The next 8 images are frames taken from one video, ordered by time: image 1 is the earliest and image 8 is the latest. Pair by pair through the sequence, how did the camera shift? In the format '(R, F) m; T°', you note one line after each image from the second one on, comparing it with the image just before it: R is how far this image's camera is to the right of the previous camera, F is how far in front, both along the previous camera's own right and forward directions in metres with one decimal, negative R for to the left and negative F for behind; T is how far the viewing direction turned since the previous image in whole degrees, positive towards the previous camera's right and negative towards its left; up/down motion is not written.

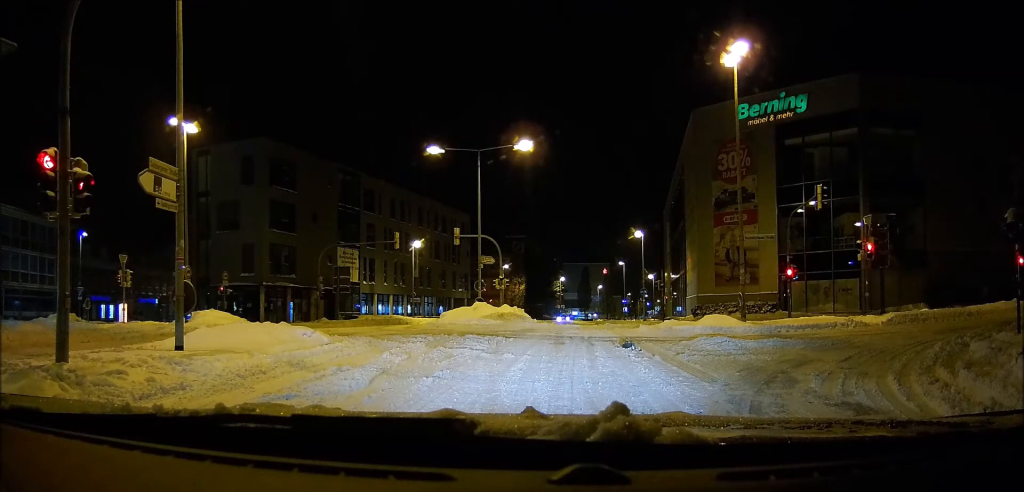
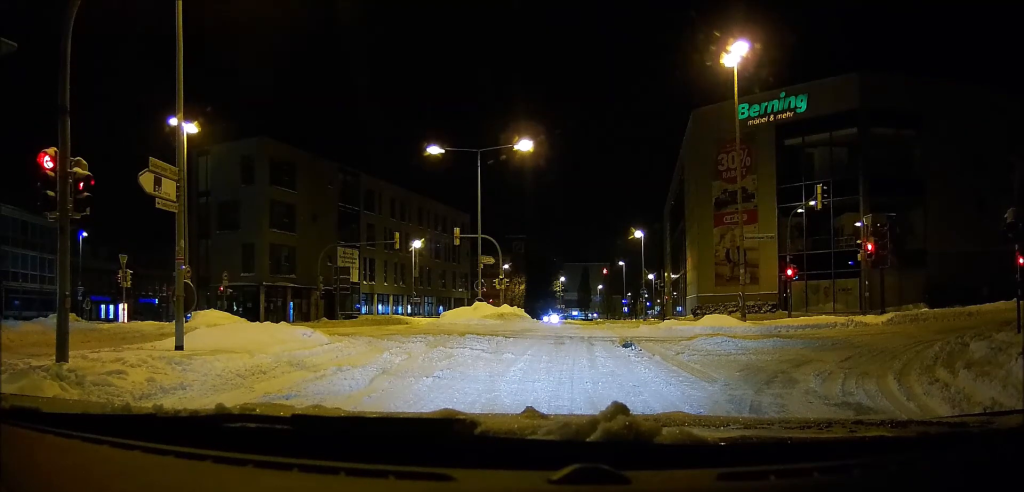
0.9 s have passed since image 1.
(0.0, 0.0) m; 0°
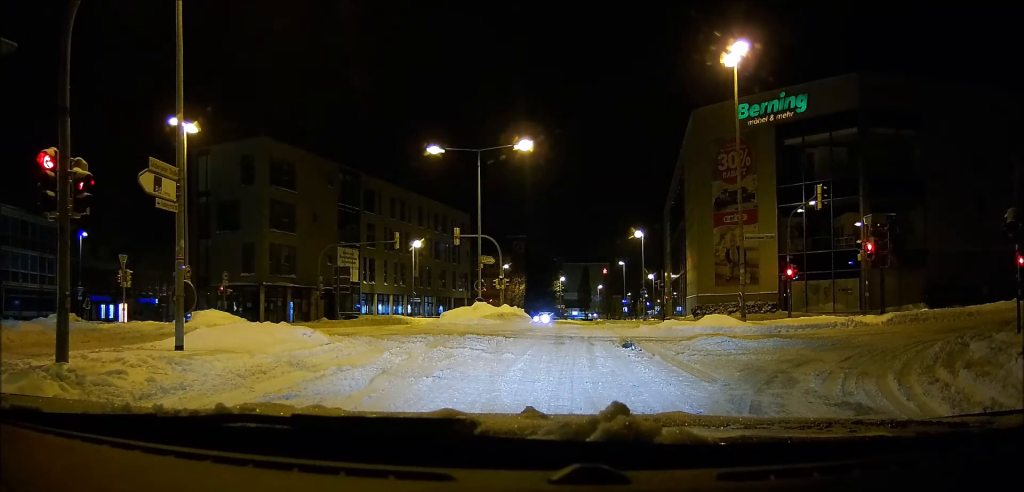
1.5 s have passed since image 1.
(0.0, 0.0) m; 0°
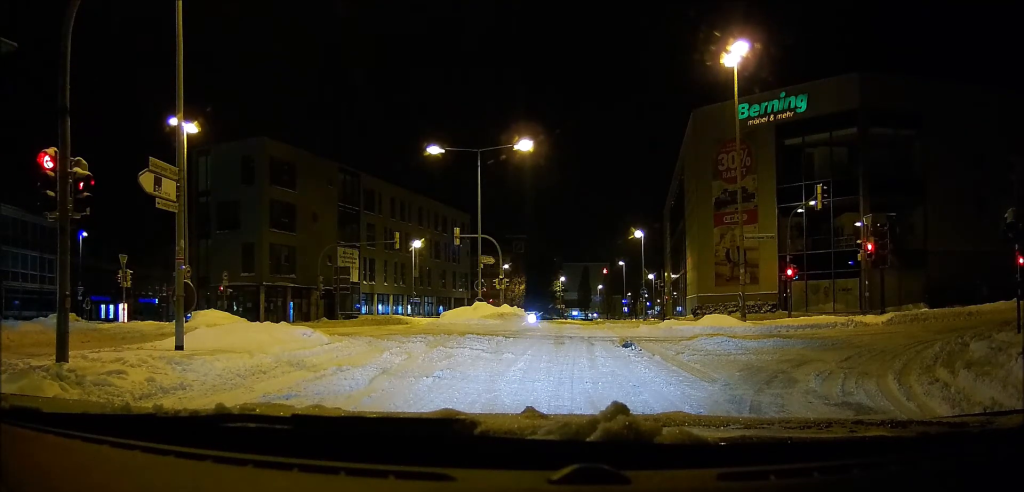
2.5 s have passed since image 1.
(0.0, 0.0) m; 0°
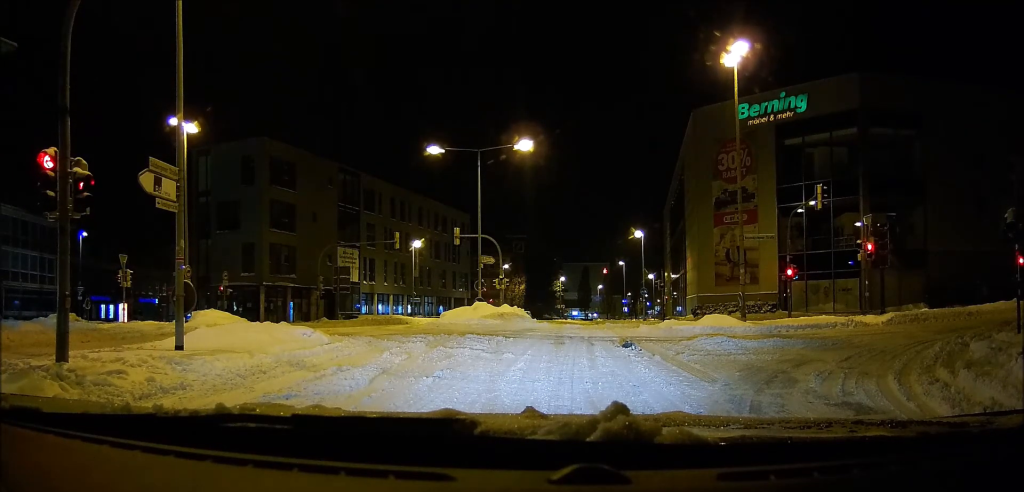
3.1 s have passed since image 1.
(0.0, 0.0) m; 0°
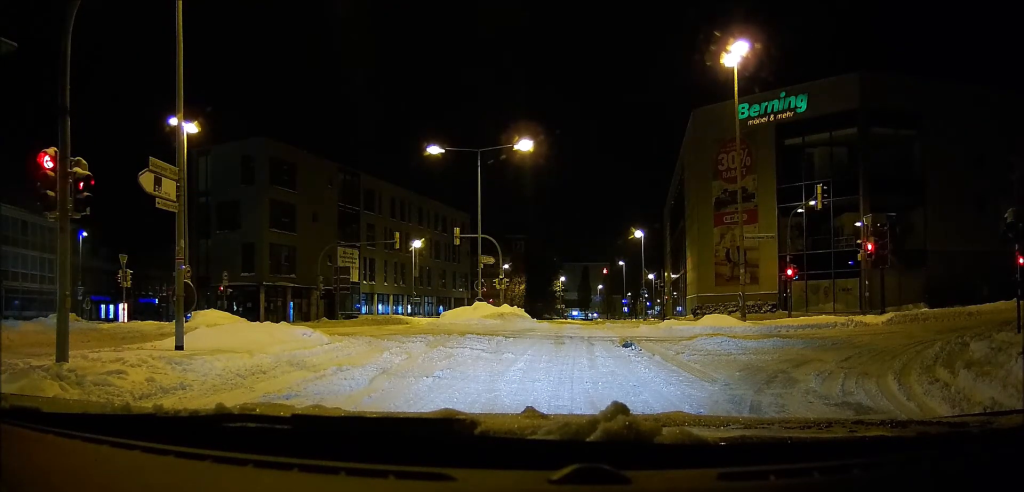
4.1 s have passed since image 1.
(0.0, 0.0) m; 0°
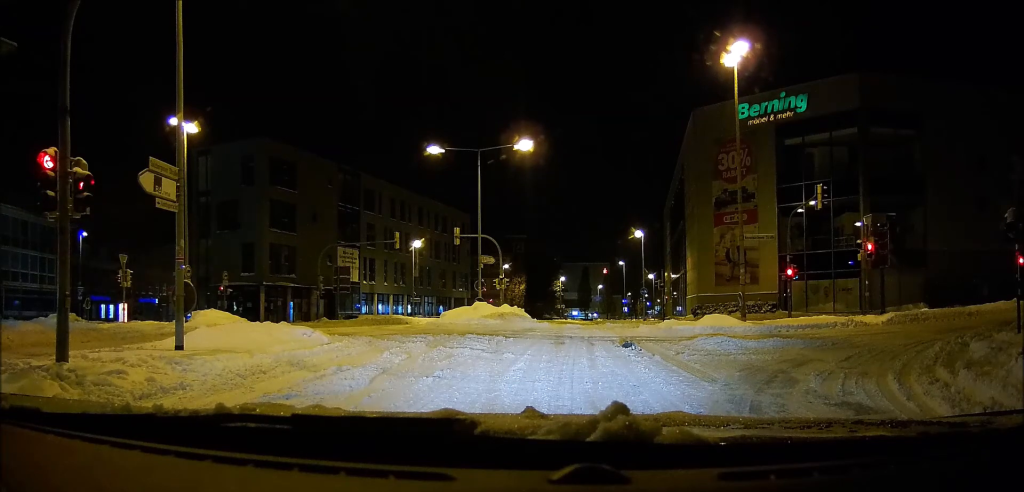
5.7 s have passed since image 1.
(0.0, 0.0) m; 0°
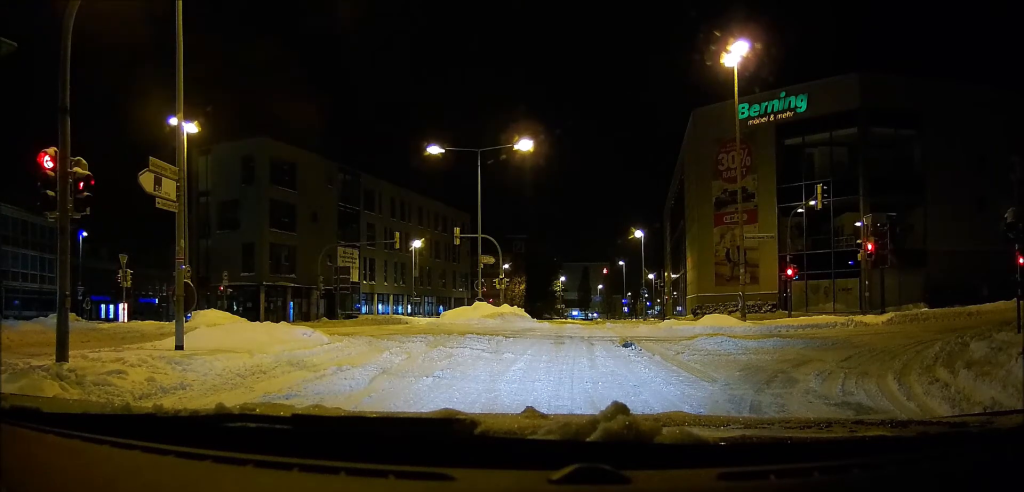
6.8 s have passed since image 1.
(0.0, 0.0) m; 0°
